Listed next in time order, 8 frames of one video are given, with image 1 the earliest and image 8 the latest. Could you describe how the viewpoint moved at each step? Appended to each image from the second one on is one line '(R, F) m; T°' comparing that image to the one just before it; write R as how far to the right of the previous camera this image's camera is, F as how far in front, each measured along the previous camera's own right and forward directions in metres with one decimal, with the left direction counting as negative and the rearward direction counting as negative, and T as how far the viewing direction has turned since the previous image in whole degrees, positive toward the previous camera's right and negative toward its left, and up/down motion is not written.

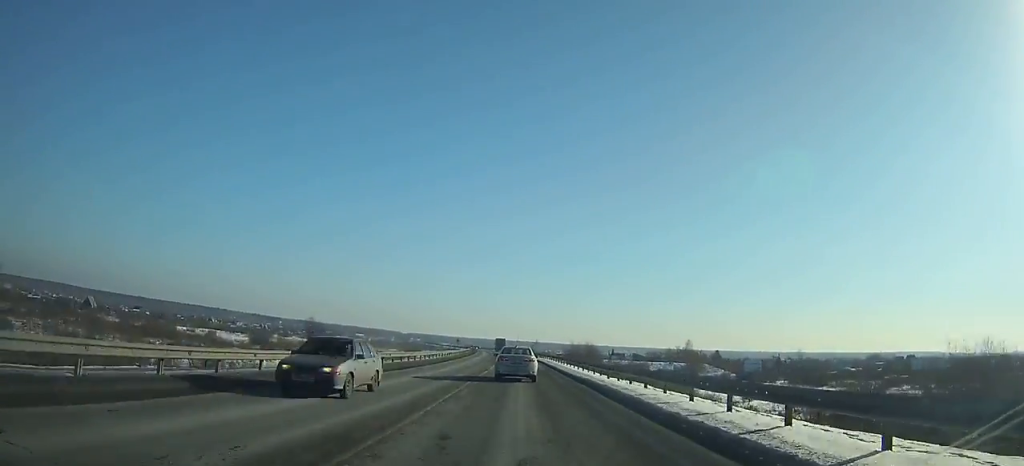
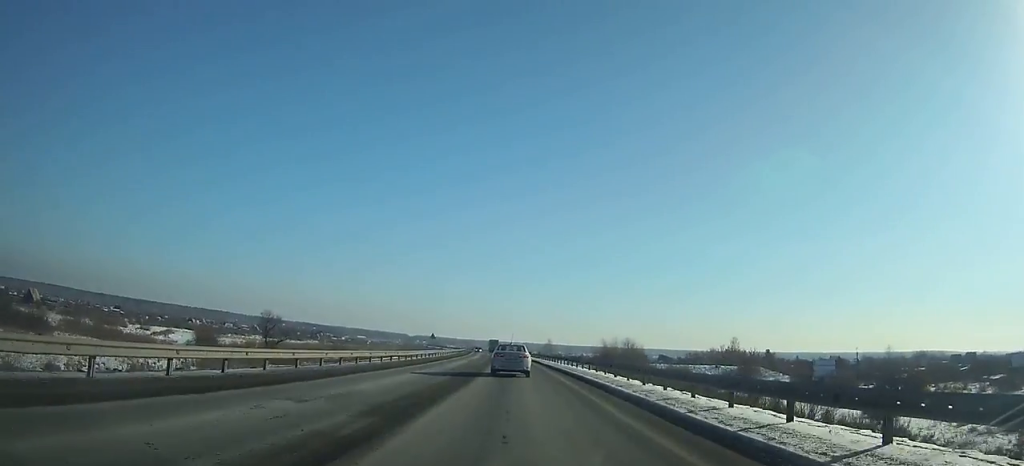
(-0.5, +45.9) m; -1°
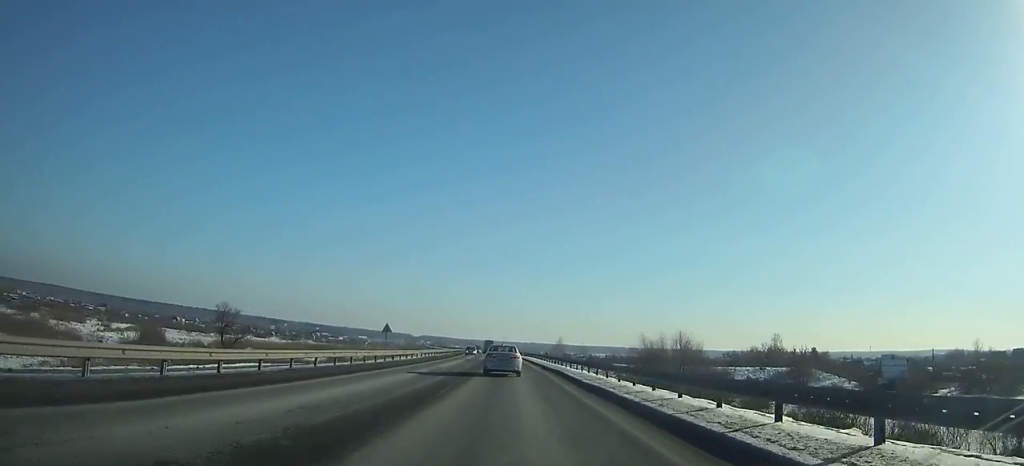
(0.0, +31.0) m; -1°
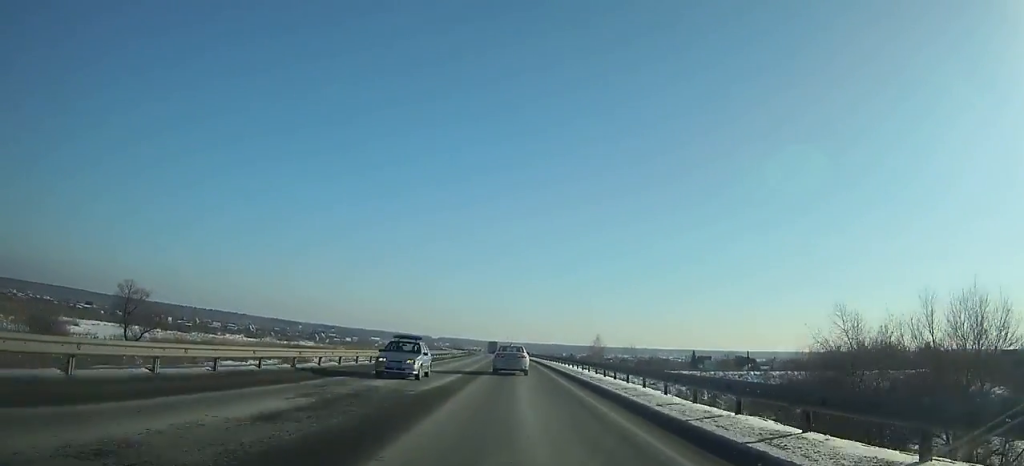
(-0.6, +45.7) m; -1°
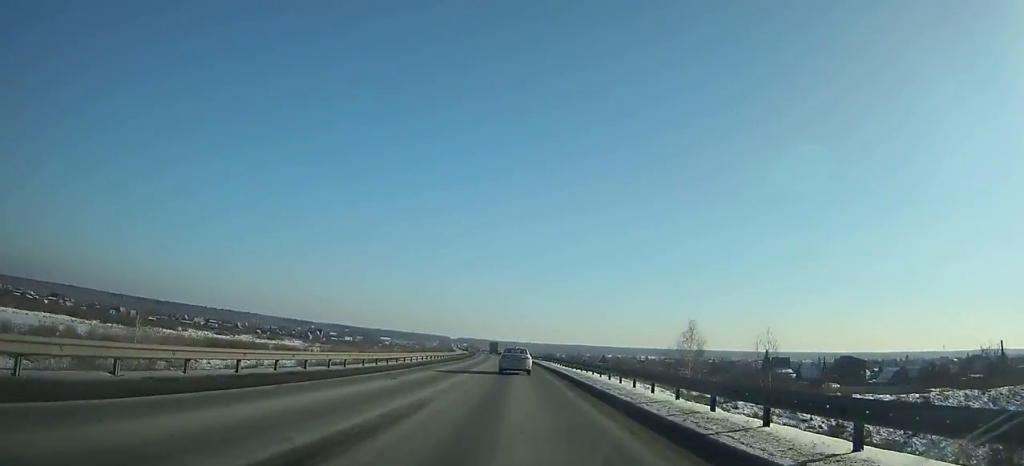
(-1.0, +65.3) m; -2°
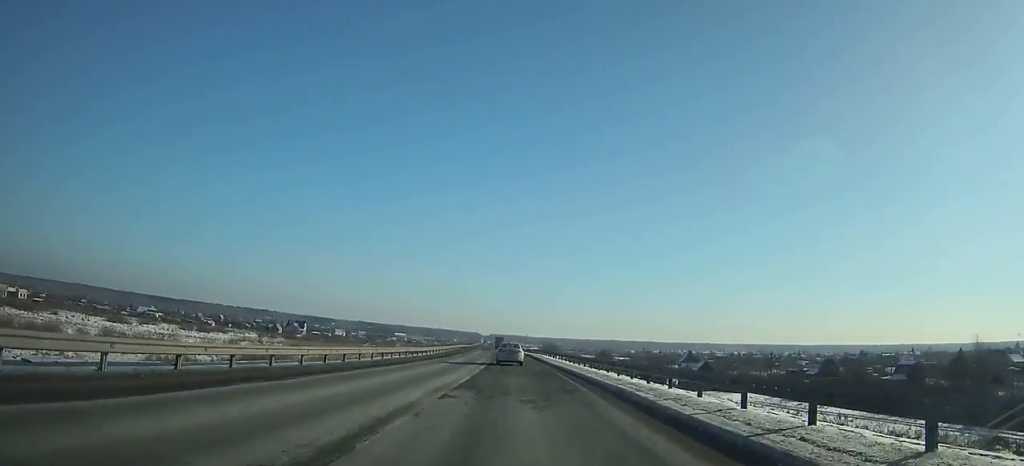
(-3.4, +114.7) m; -3°
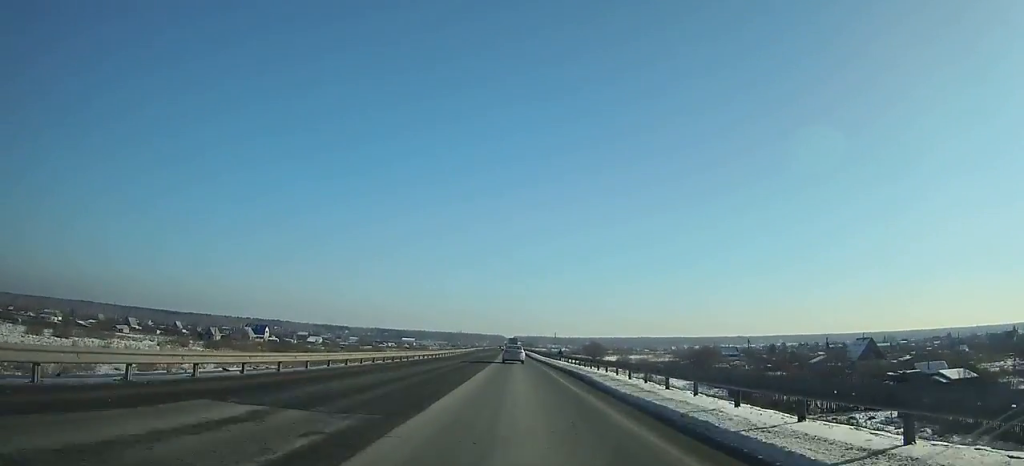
(-2.6, +103.0) m; -3°
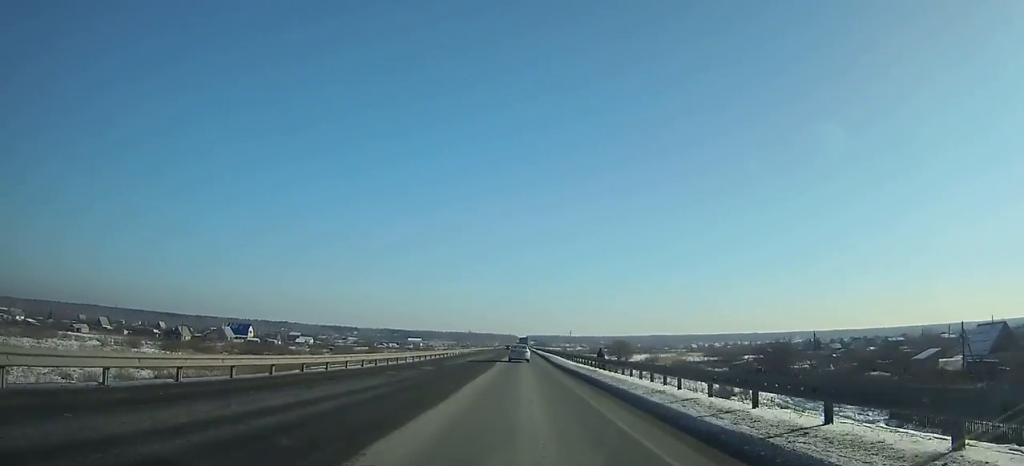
(-0.2, +33.7) m; 0°
